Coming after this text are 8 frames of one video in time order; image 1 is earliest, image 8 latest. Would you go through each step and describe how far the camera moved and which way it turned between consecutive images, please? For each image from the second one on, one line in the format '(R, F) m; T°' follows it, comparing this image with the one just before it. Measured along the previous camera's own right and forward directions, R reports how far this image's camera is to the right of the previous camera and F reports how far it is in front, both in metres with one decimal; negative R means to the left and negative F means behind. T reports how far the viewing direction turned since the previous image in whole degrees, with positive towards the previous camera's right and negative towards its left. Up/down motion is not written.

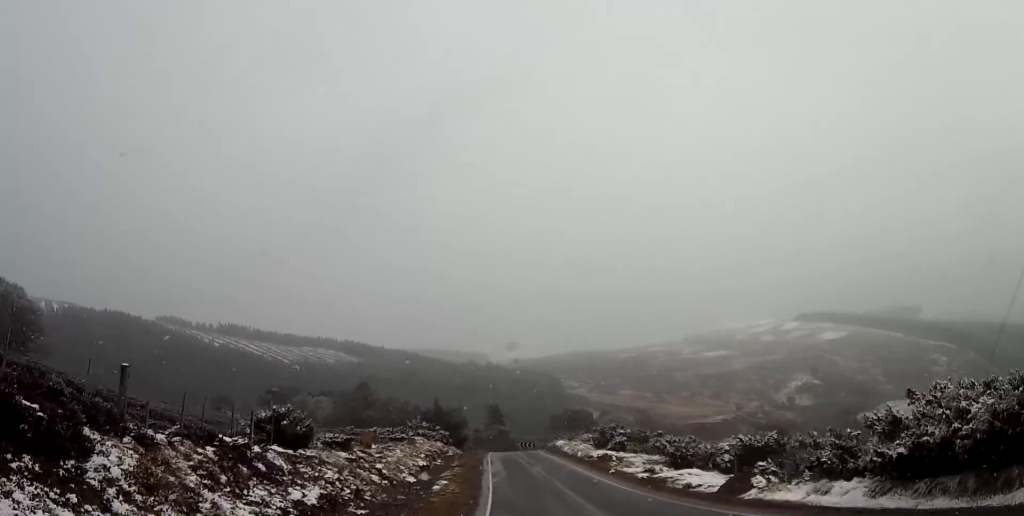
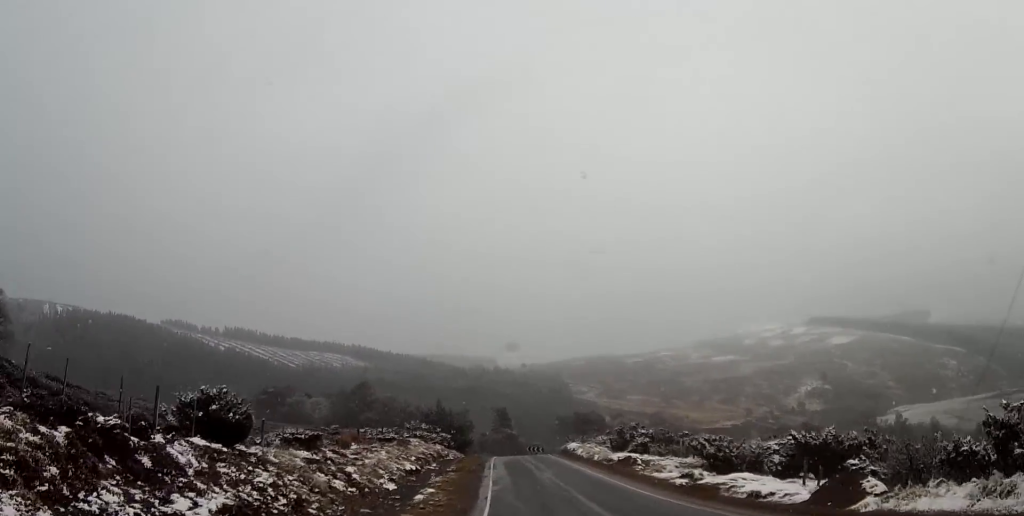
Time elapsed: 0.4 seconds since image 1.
(0.0, +6.2) m; -1°
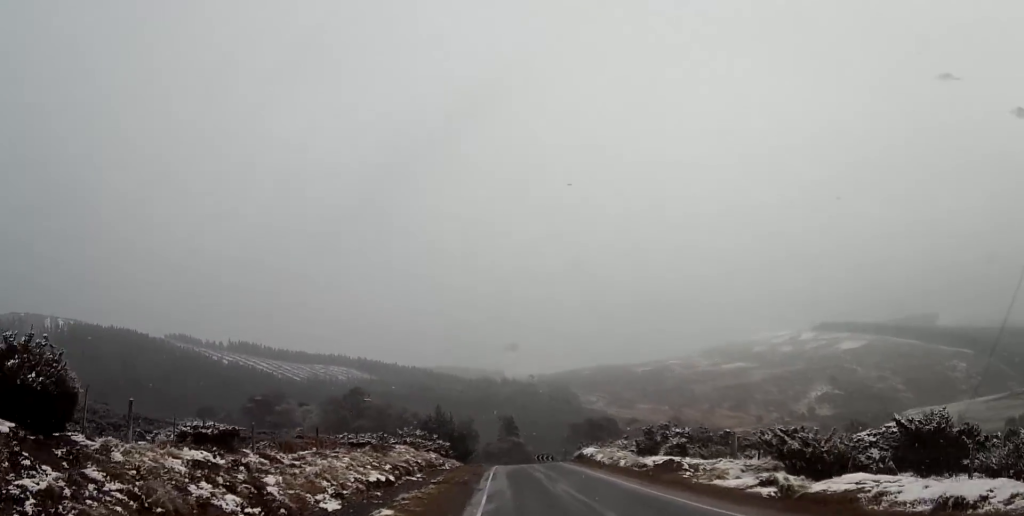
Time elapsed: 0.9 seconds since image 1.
(0.0, +8.1) m; -1°
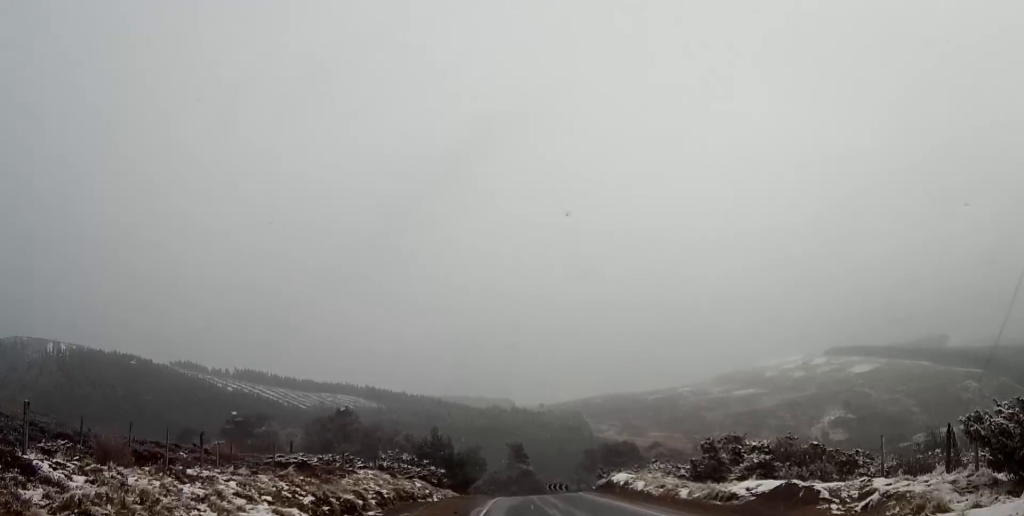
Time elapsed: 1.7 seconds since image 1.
(-0.1, +11.0) m; -1°
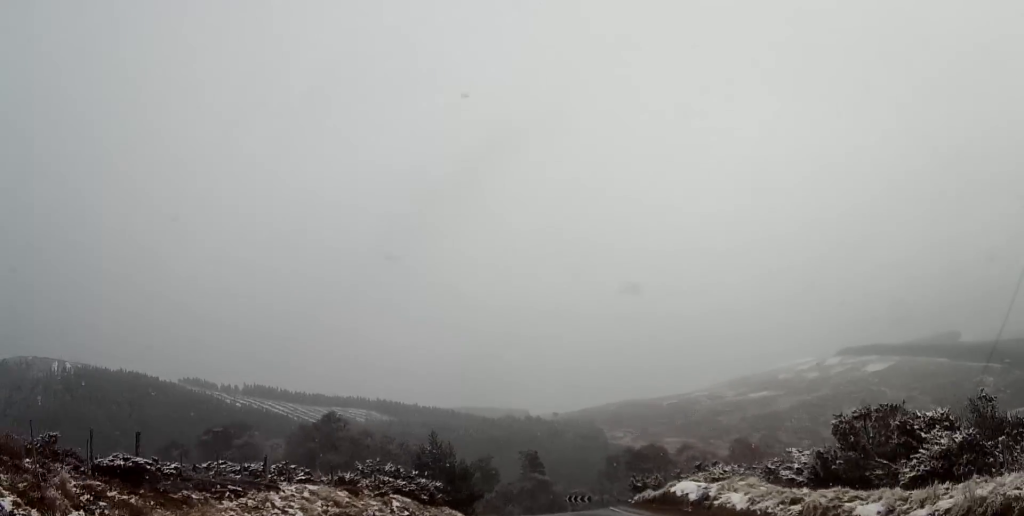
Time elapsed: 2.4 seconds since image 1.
(-0.2, +10.8) m; -1°
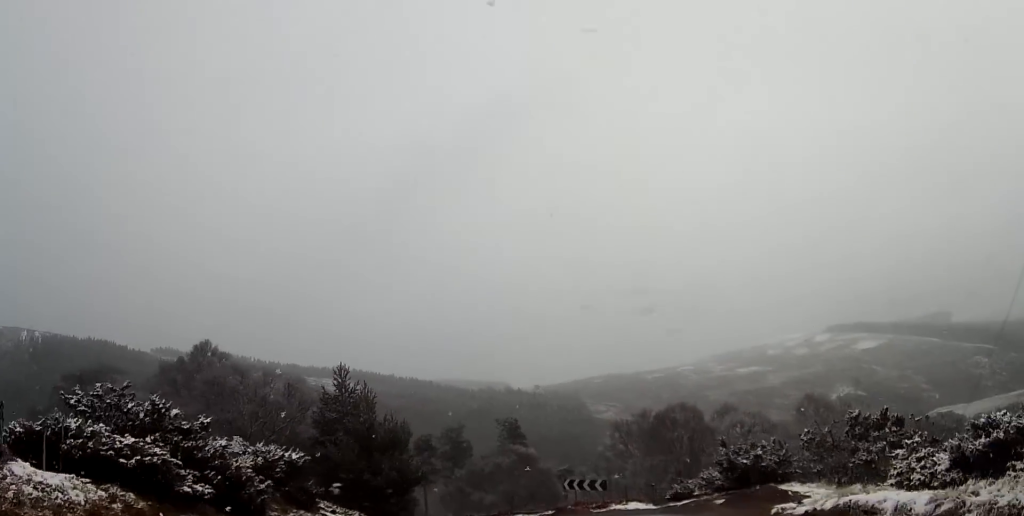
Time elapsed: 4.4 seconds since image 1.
(-0.1, +25.5) m; 0°
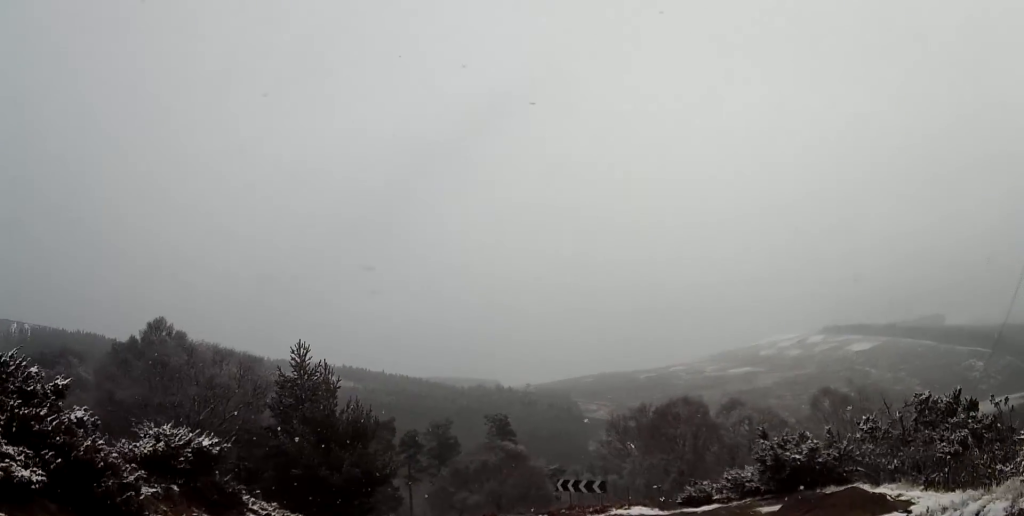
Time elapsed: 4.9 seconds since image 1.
(0.0, +5.2) m; 0°
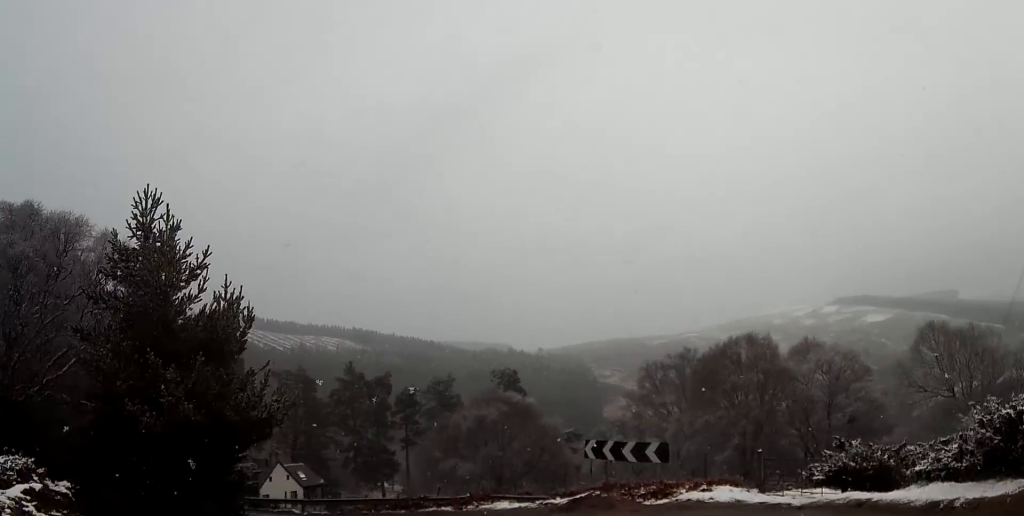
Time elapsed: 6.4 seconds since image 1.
(-0.2, +14.1) m; -4°
